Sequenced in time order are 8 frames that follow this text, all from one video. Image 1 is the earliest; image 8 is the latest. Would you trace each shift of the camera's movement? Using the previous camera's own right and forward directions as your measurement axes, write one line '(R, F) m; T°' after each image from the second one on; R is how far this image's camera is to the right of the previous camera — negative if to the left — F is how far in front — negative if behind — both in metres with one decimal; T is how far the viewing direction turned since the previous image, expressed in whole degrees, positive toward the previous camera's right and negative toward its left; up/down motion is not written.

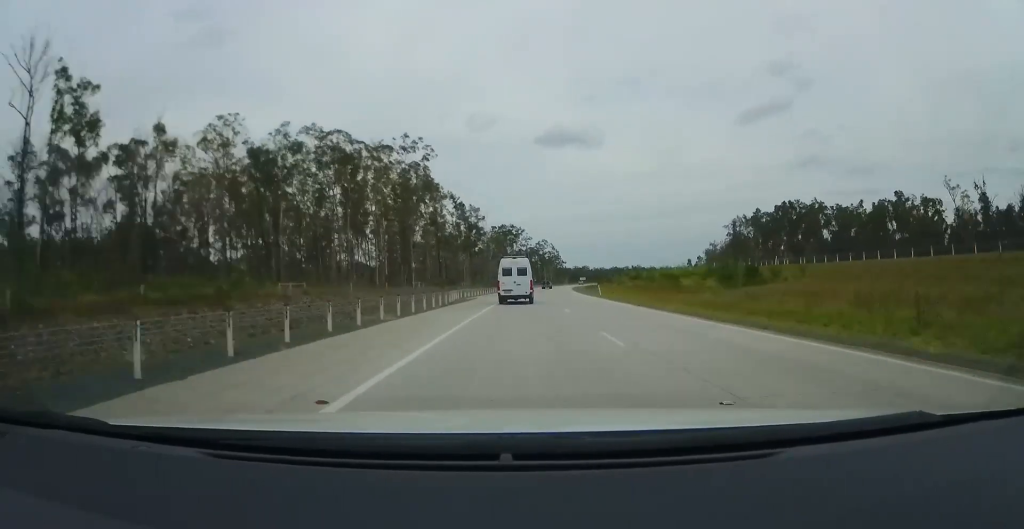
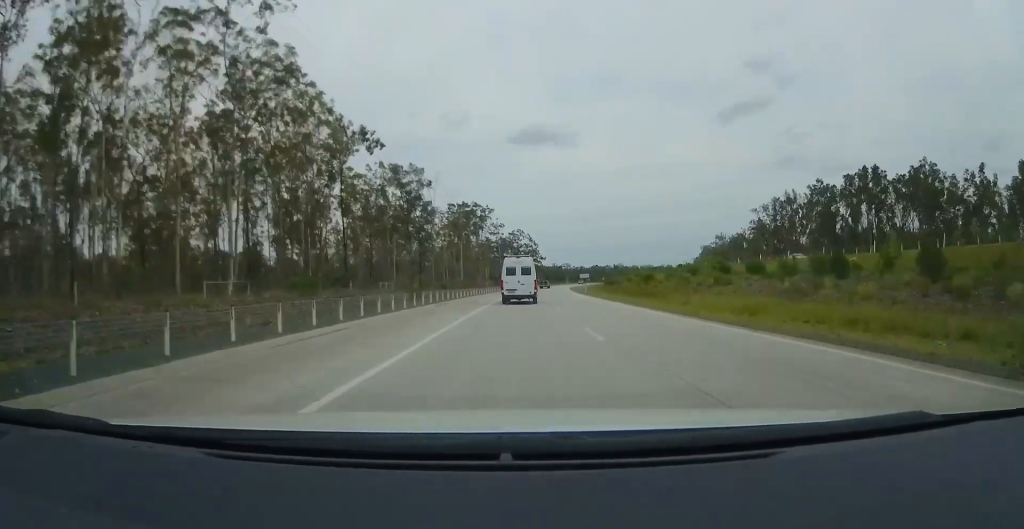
(+2.5, +60.1) m; +4°
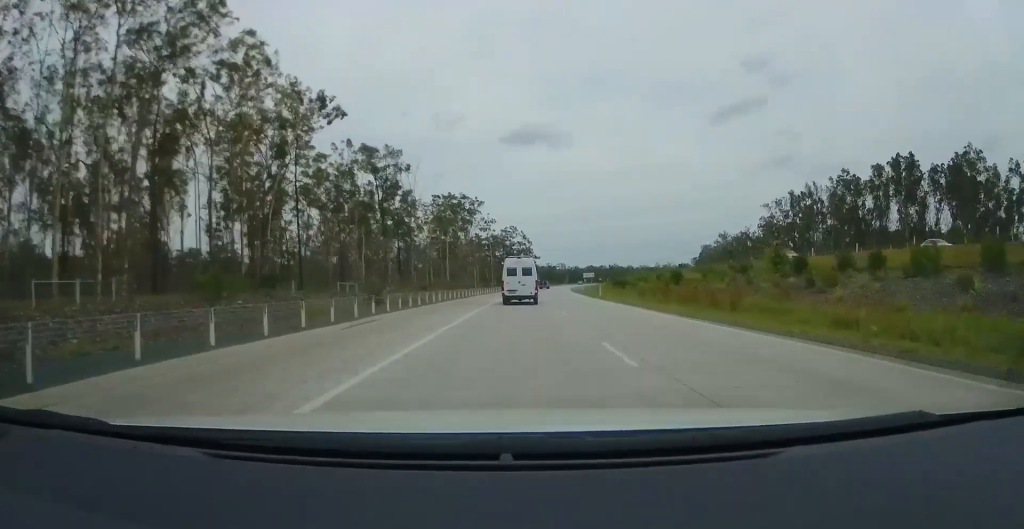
(+0.1, +16.5) m; +1°
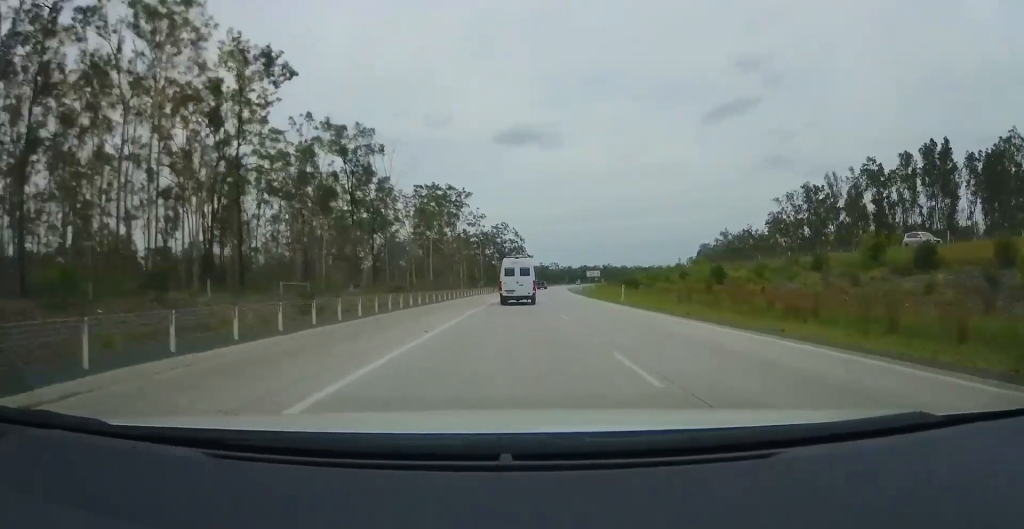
(+0.1, +12.9) m; 0°
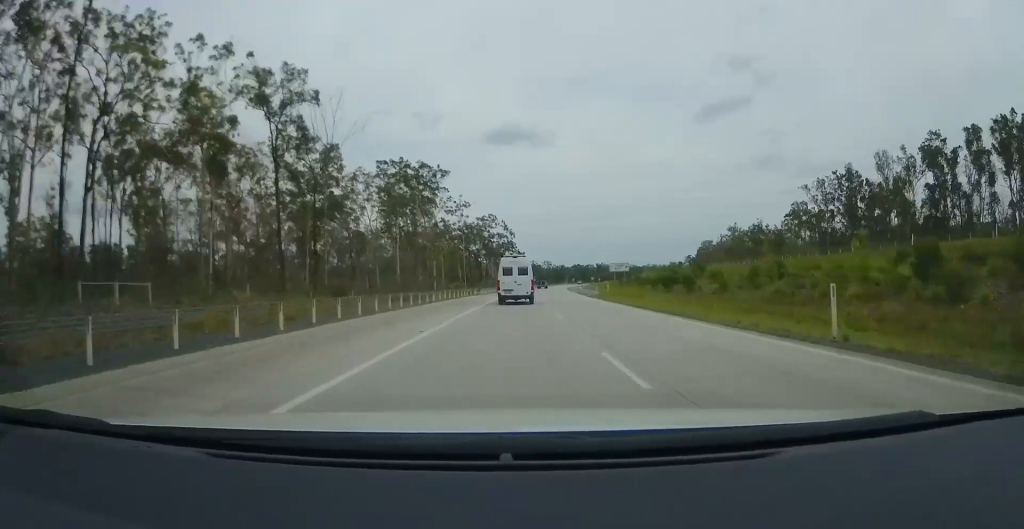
(+0.1, +24.5) m; +1°
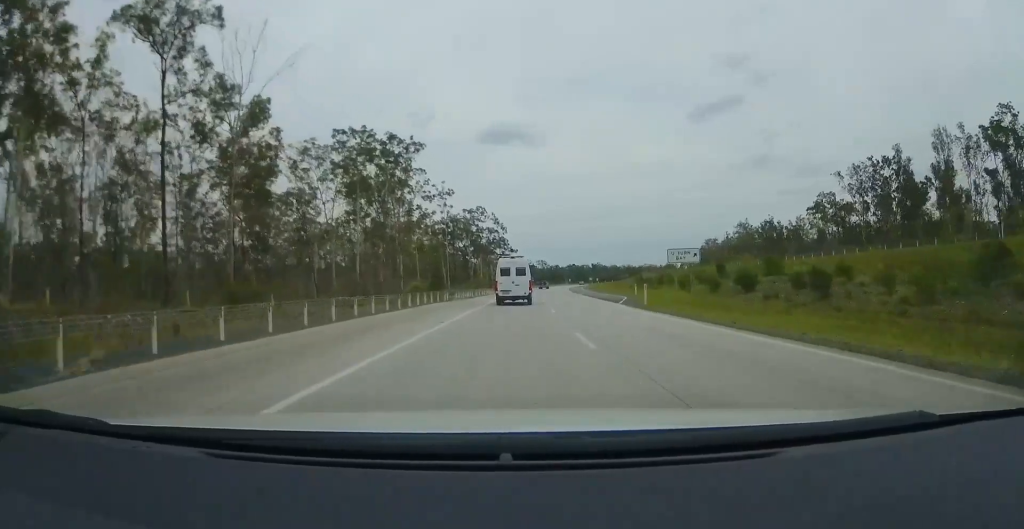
(+0.1, +20.9) m; +1°
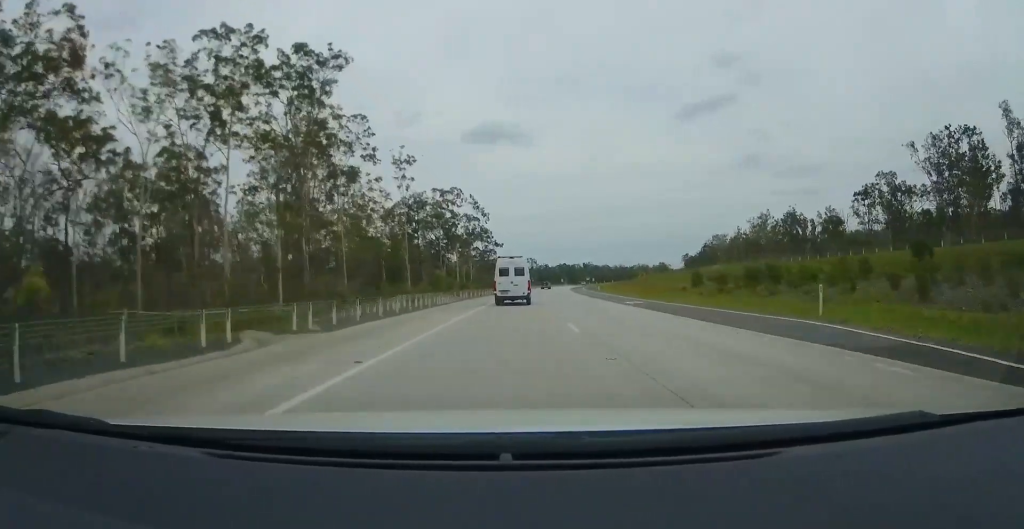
(+0.4, +32.7) m; +1°
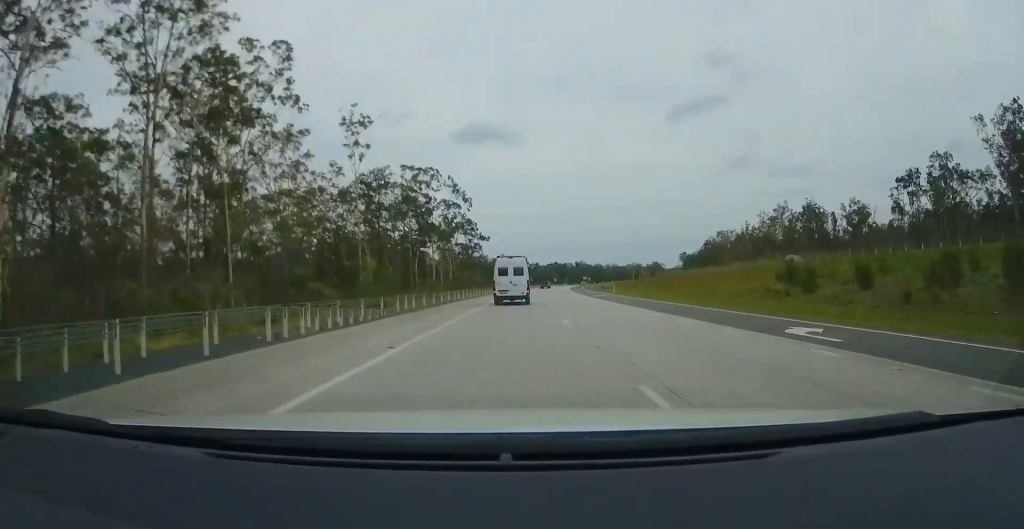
(-0.1, +22.3) m; +1°
